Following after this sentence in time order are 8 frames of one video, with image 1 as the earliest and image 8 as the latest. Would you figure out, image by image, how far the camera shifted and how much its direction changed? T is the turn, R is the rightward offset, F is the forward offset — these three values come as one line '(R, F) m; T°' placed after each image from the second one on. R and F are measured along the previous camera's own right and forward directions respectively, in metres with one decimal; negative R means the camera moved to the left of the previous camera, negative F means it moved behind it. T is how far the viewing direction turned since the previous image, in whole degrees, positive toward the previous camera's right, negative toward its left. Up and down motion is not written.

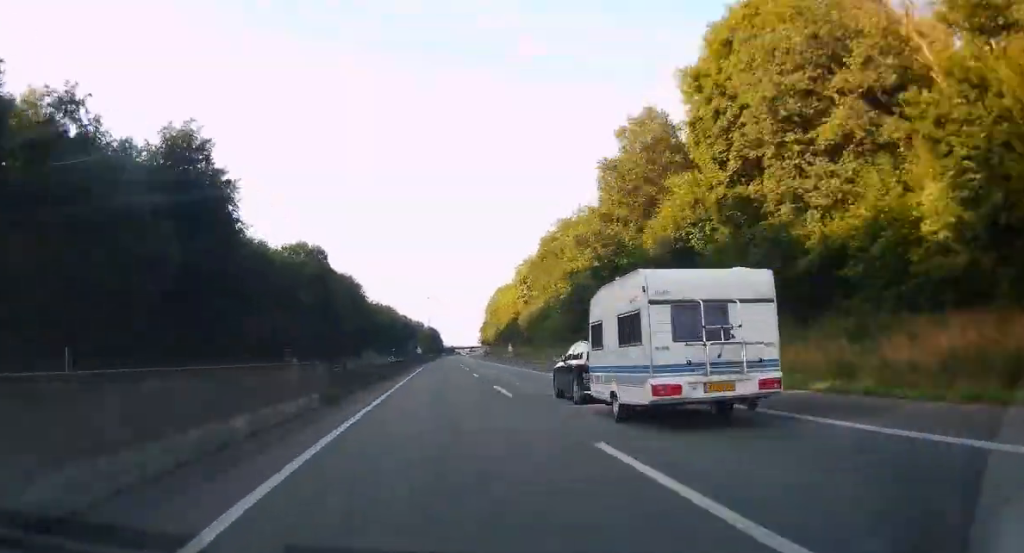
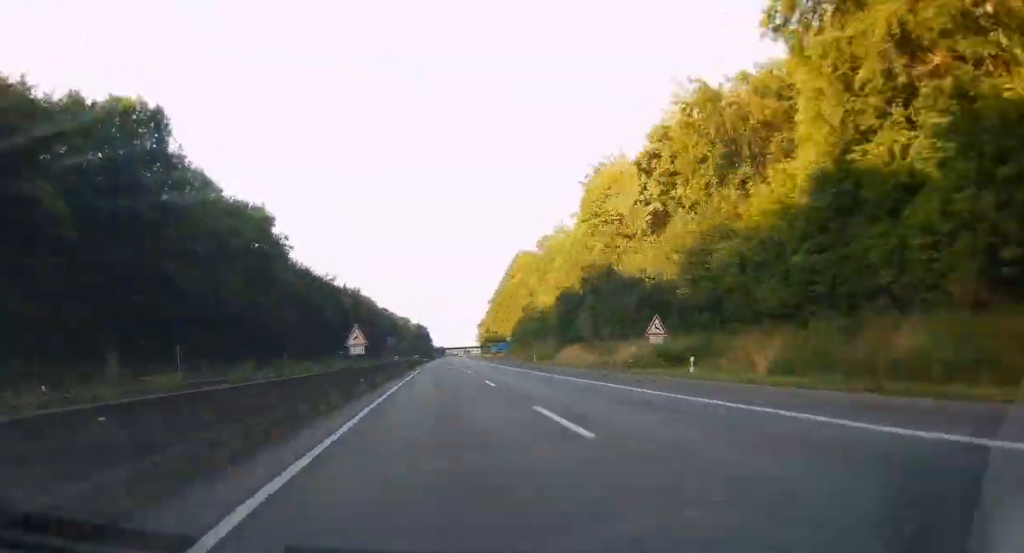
(-1.5, +83.4) m; +2°
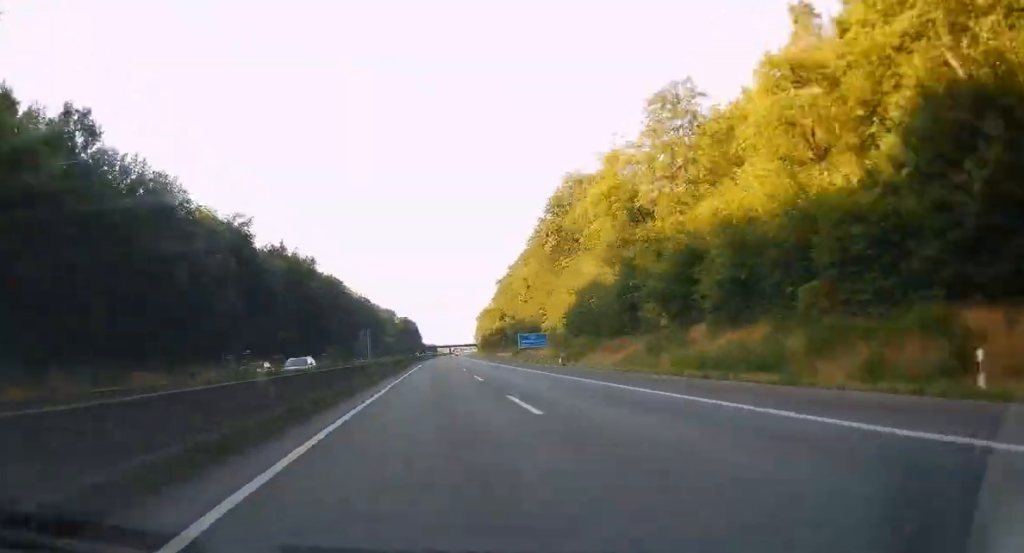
(+6.1, +70.5) m; +2°
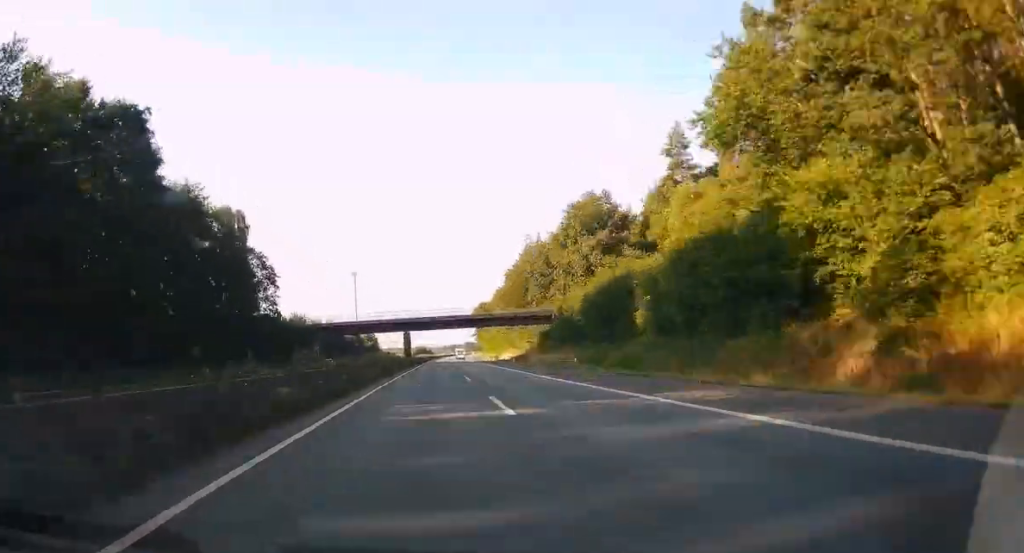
(+8.2, +369.7) m; +2°
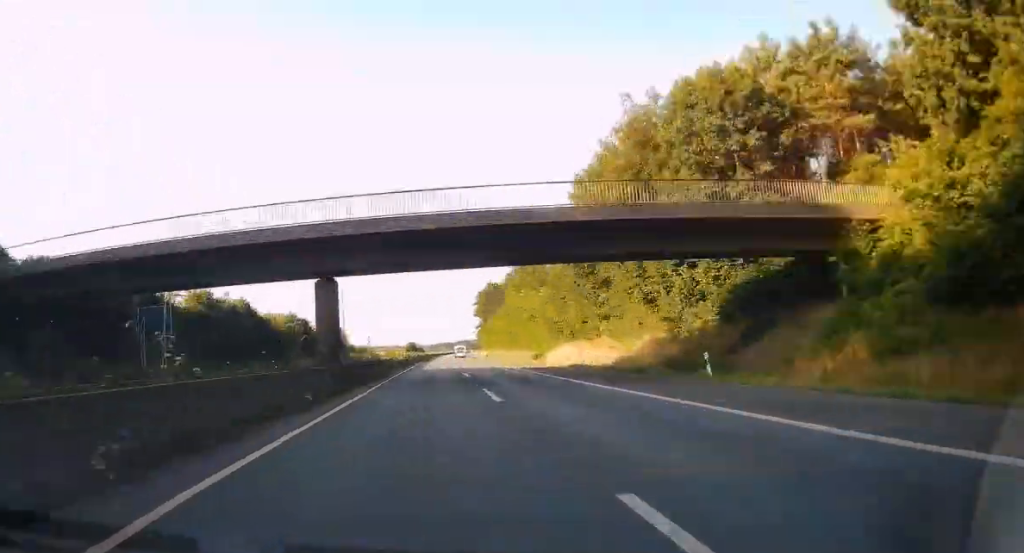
(+0.3, +72.3) m; 0°
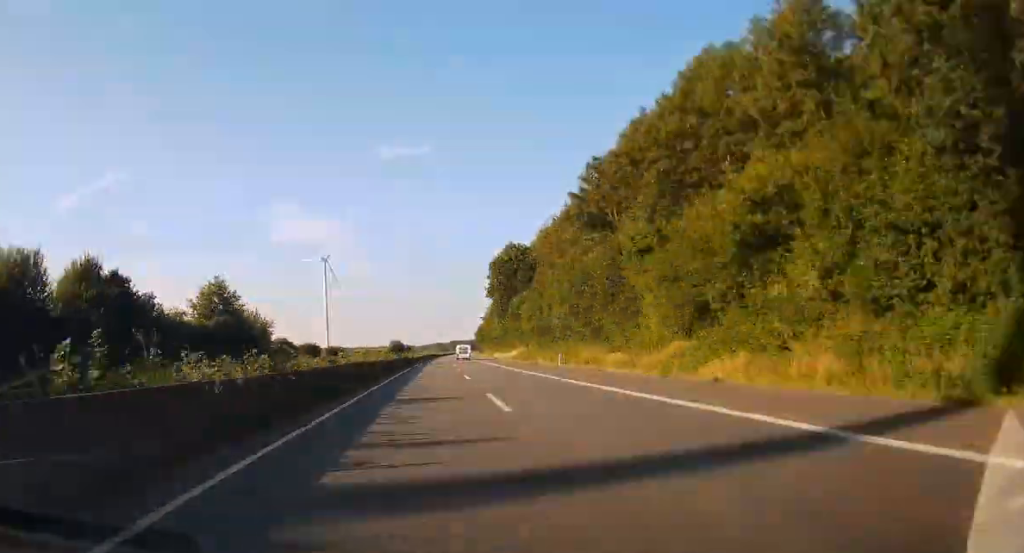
(-0.2, +79.0) m; 0°
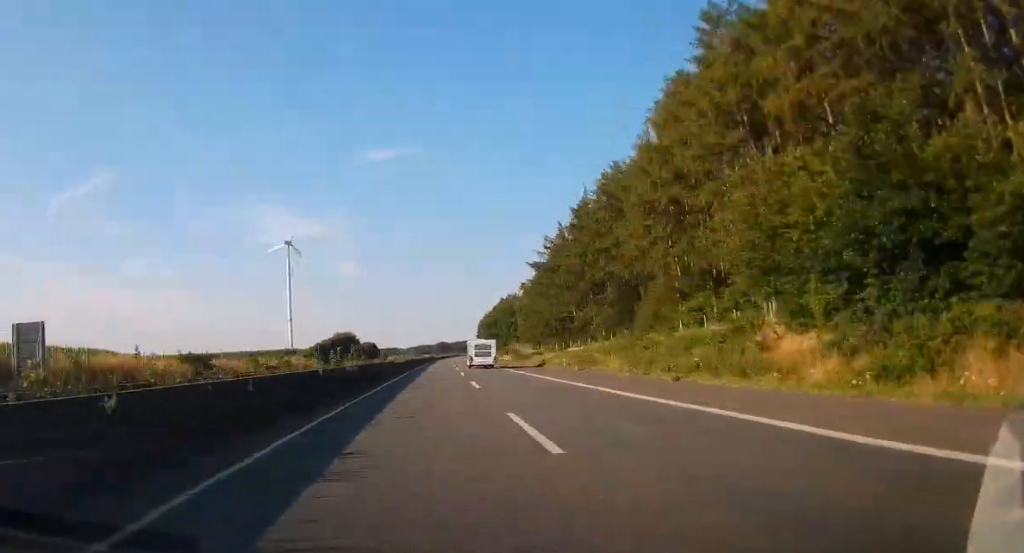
(+1.3, +128.2) m; +1°
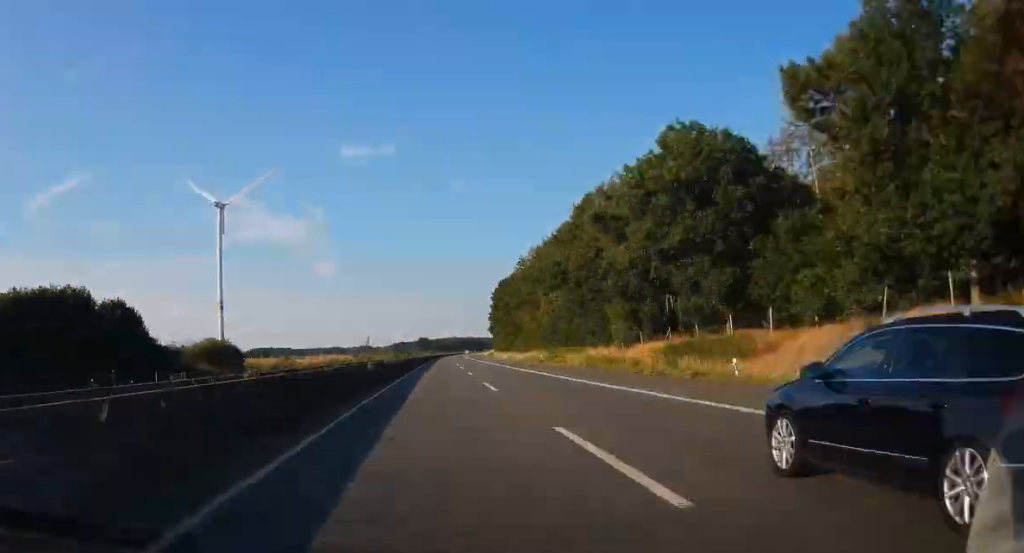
(+2.6, +184.6) m; +2°
